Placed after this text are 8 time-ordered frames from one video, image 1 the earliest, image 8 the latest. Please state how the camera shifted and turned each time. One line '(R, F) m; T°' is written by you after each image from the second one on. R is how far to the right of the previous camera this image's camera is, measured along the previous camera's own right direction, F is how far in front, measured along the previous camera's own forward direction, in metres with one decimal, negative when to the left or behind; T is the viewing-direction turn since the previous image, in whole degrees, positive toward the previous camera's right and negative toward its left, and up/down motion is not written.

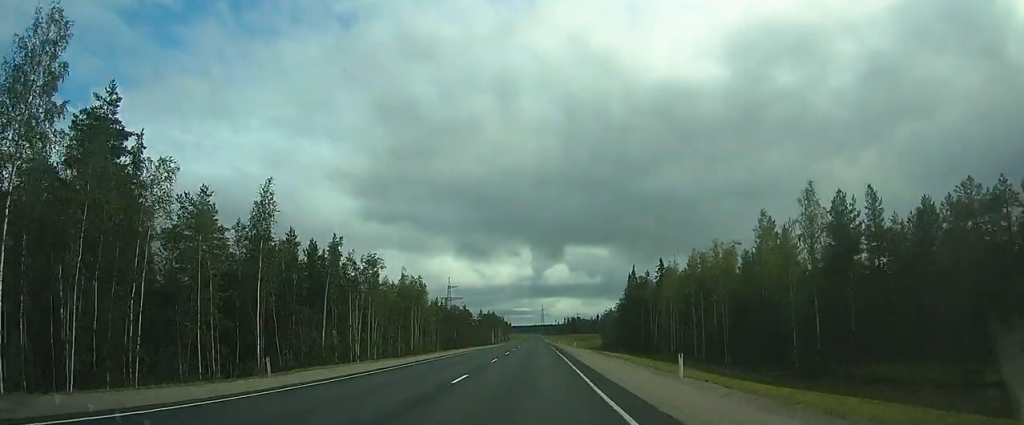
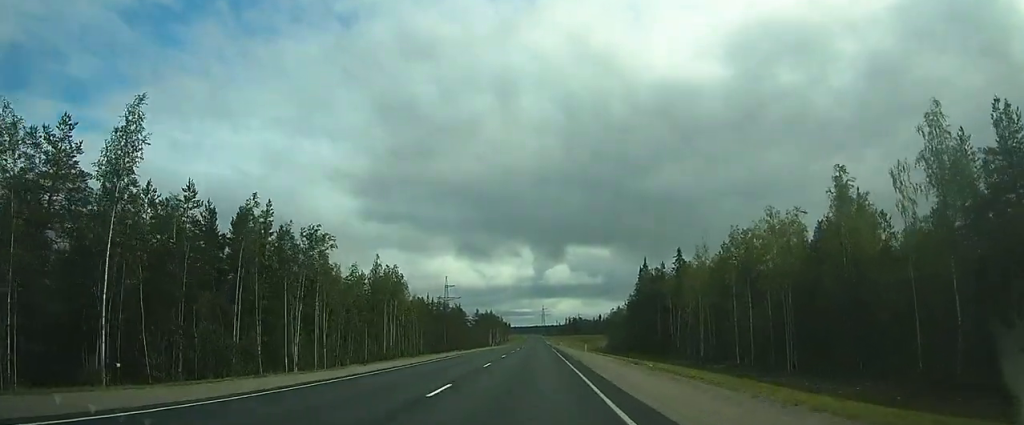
(+0.2, +14.7) m; +1°
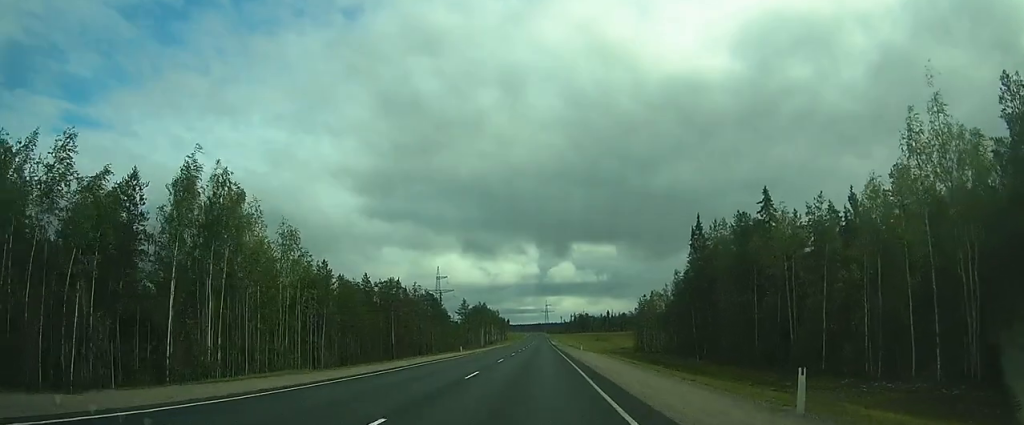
(+0.3, +41.5) m; 0°
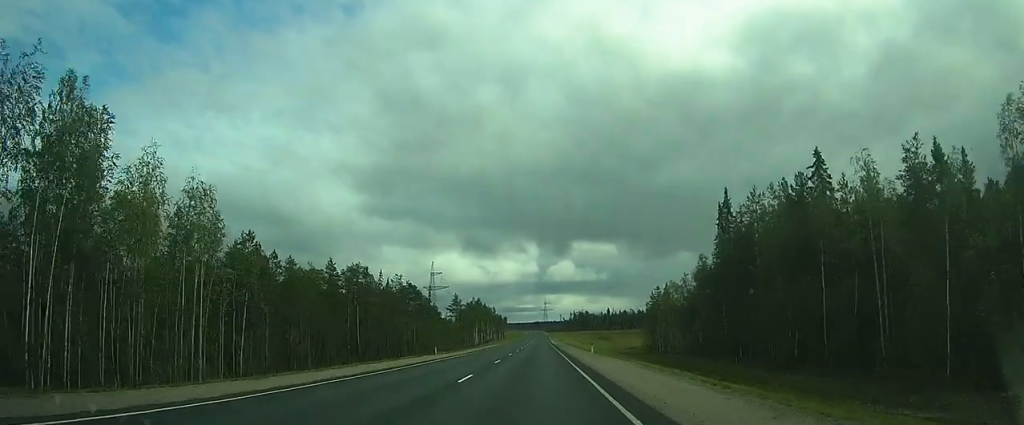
(0.0, +13.4) m; 0°
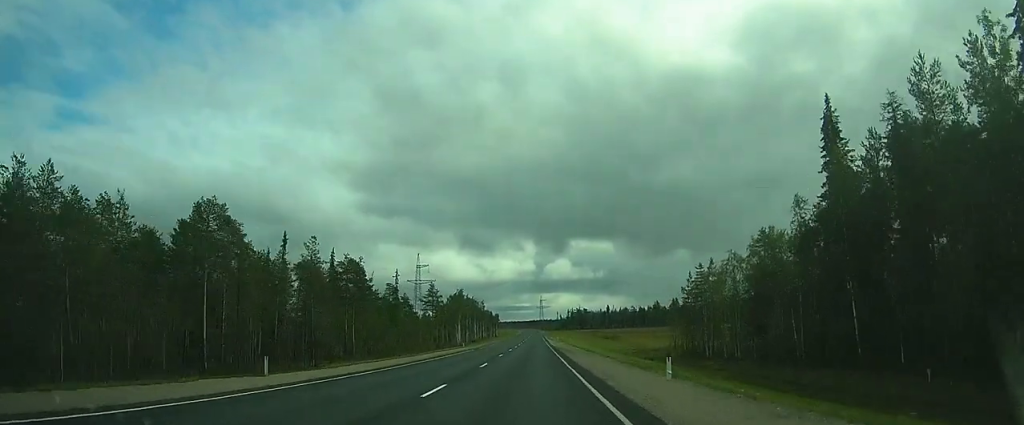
(-0.3, +27.7) m; -1°
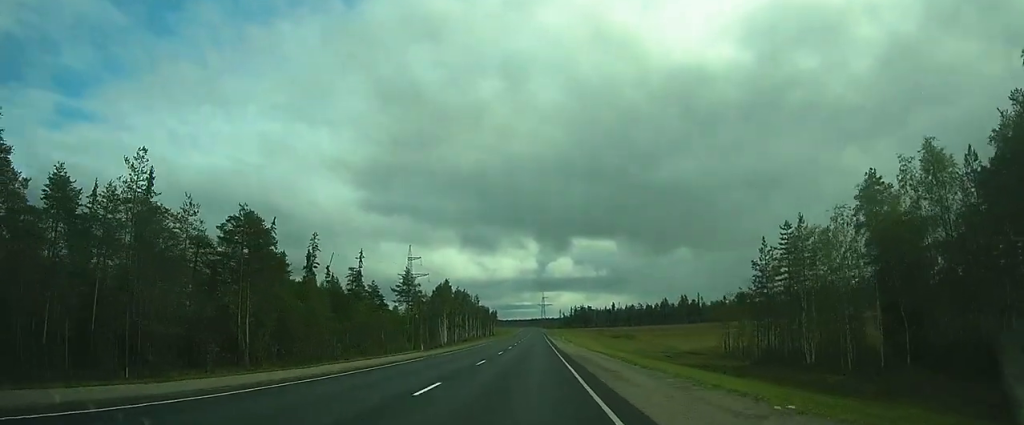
(0.0, +23.8) m; 0°
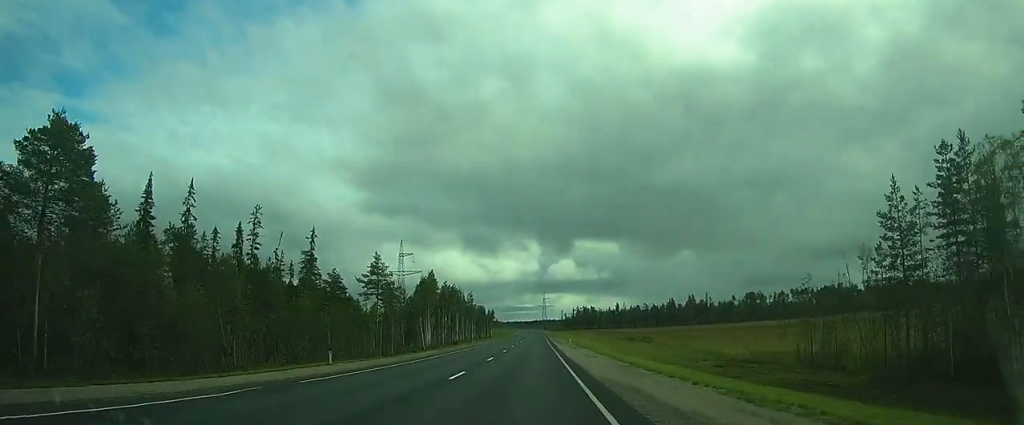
(0.0, +19.1) m; 0°
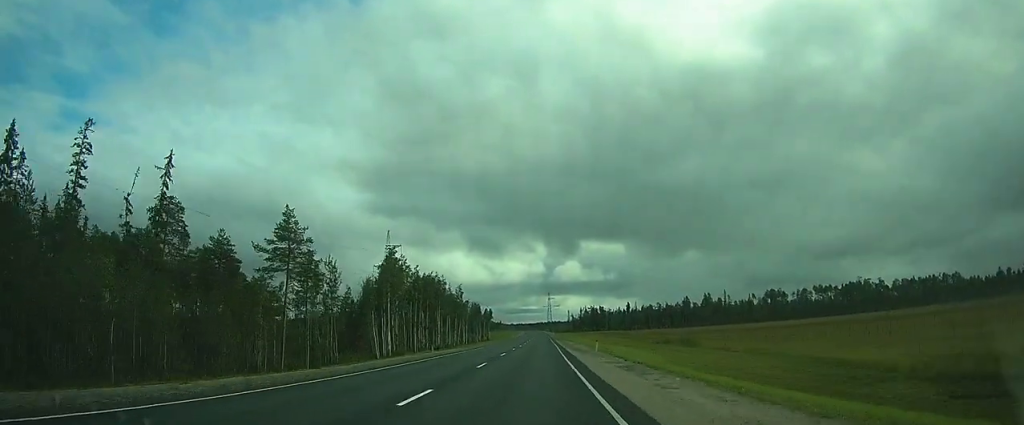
(+0.1, +30.2) m; 0°
